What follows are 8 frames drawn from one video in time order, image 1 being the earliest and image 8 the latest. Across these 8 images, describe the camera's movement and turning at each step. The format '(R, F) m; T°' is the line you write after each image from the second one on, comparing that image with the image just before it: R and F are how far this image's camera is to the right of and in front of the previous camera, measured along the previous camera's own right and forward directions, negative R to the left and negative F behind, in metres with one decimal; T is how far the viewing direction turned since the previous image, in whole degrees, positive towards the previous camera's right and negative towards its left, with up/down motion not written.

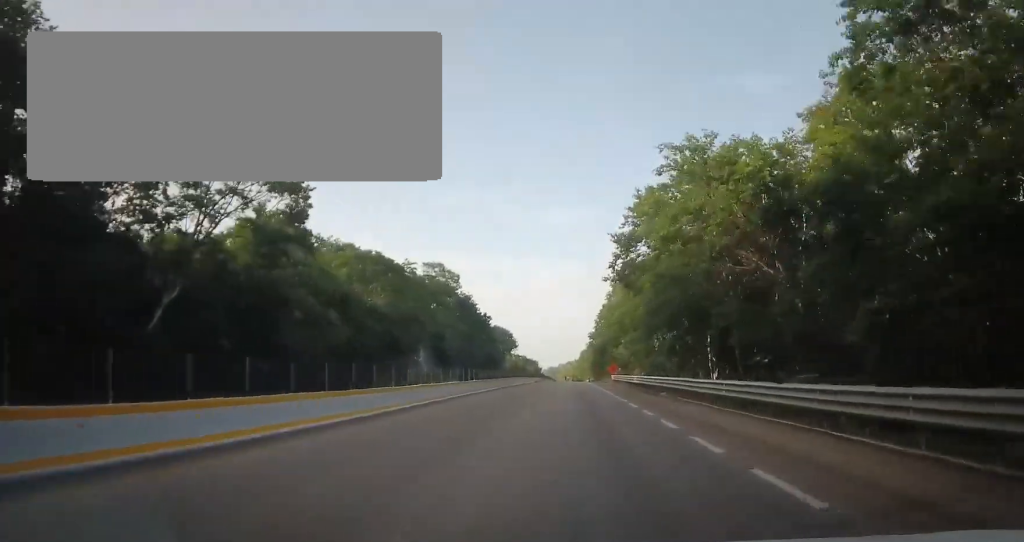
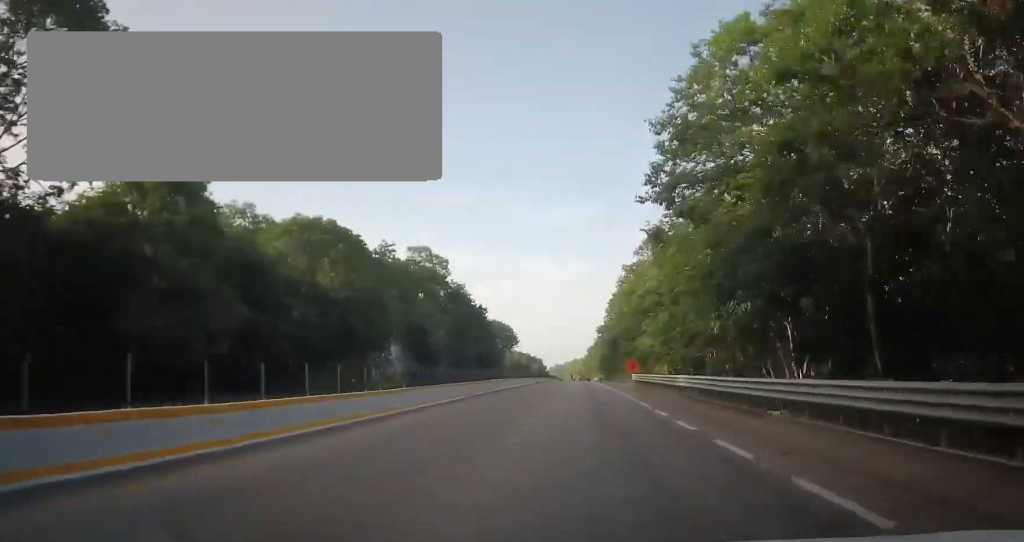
(-0.2, +17.5) m; 0°
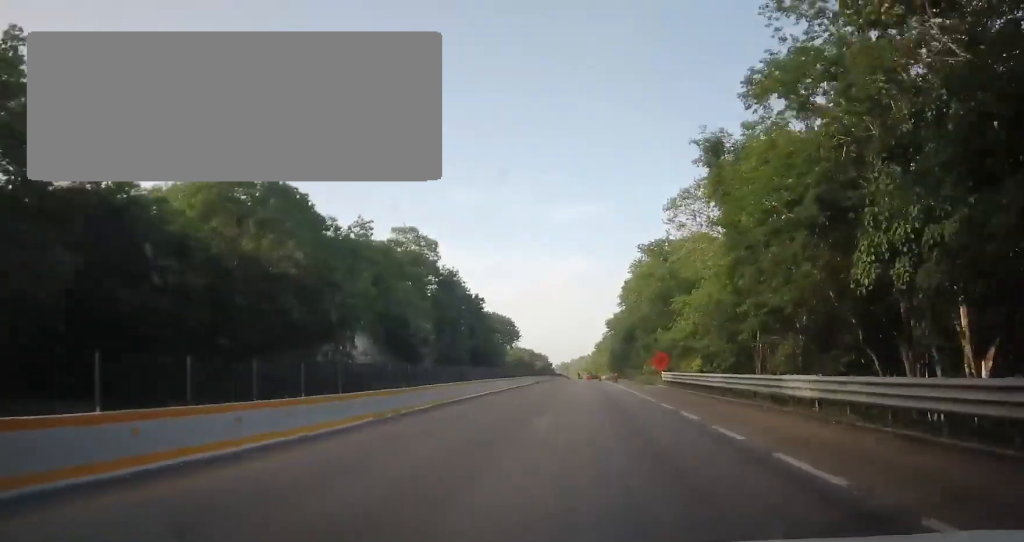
(+0.2, +14.7) m; 0°
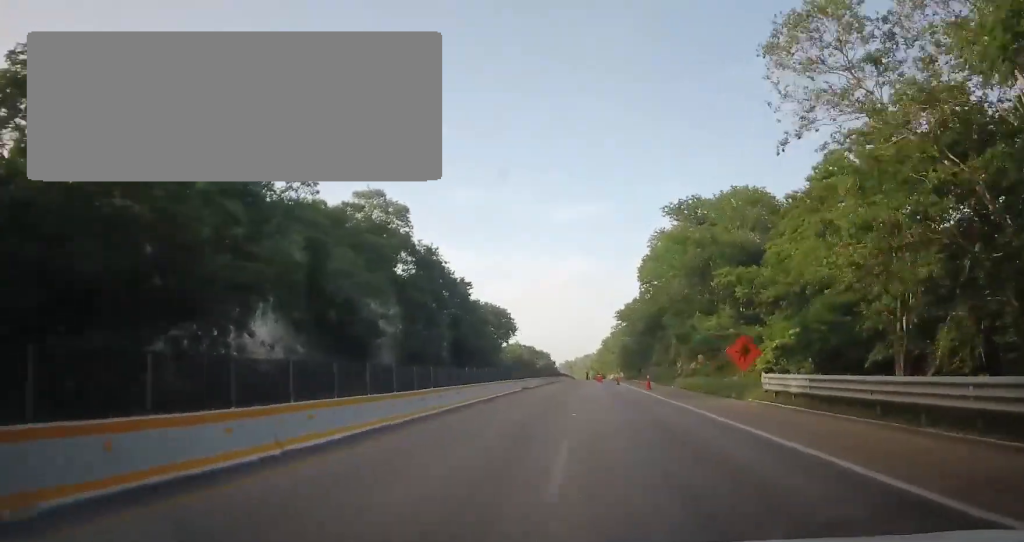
(+0.1, +21.3) m; 0°
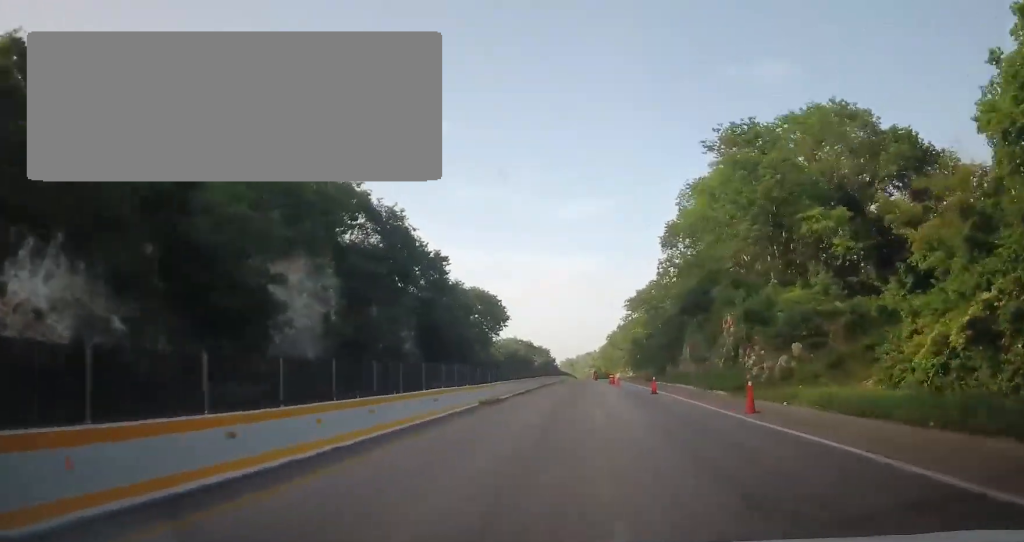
(-0.4, +21.5) m; -1°
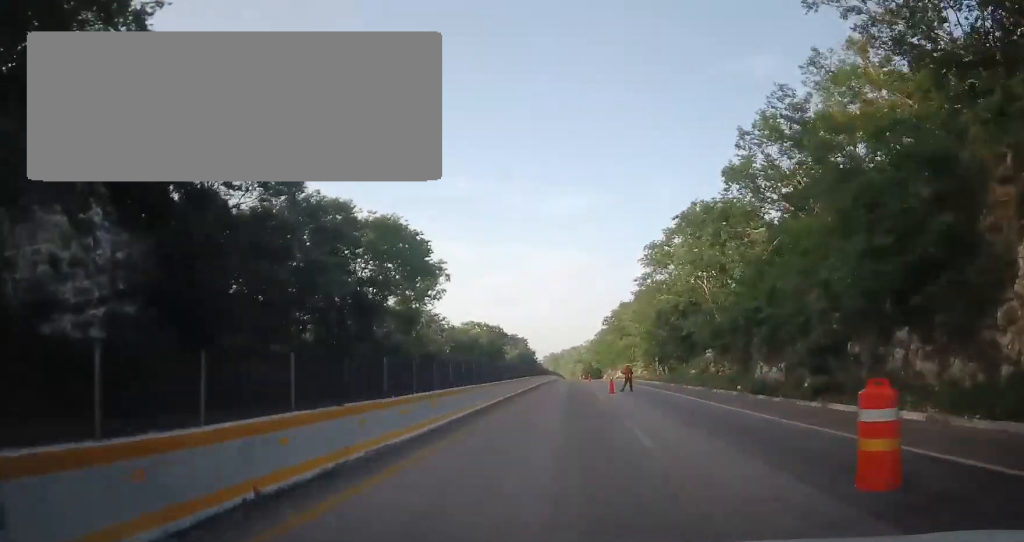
(0.0, +50.9) m; +2°
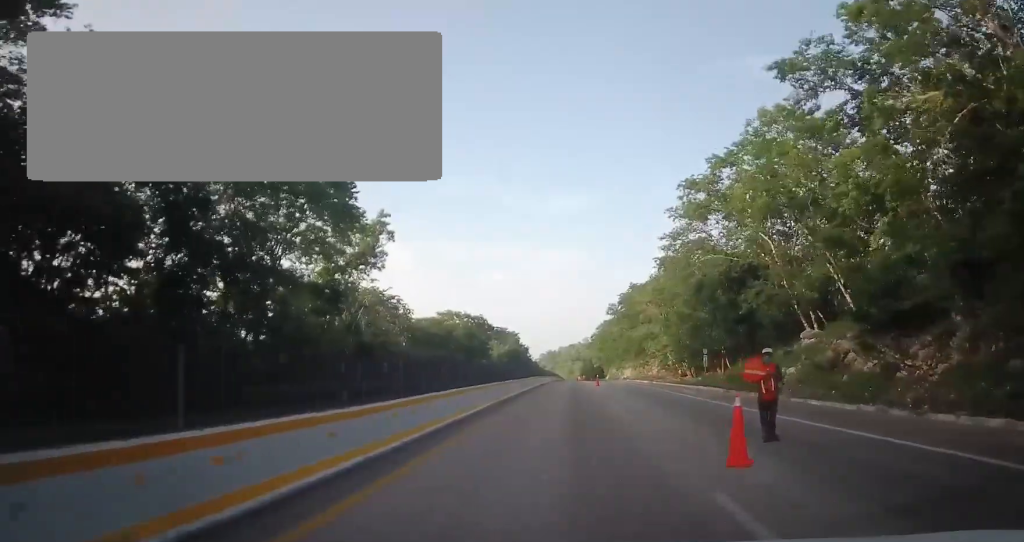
(+0.6, +23.7) m; +1°
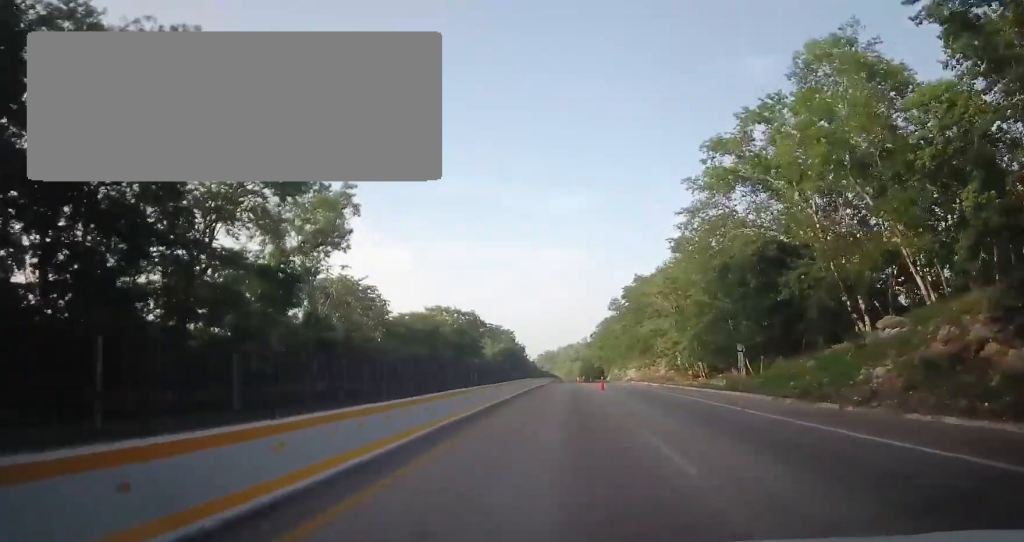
(-0.1, +8.8) m; 0°
